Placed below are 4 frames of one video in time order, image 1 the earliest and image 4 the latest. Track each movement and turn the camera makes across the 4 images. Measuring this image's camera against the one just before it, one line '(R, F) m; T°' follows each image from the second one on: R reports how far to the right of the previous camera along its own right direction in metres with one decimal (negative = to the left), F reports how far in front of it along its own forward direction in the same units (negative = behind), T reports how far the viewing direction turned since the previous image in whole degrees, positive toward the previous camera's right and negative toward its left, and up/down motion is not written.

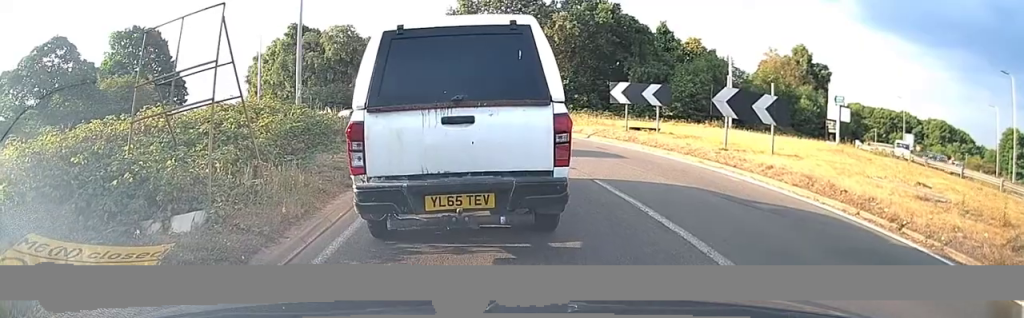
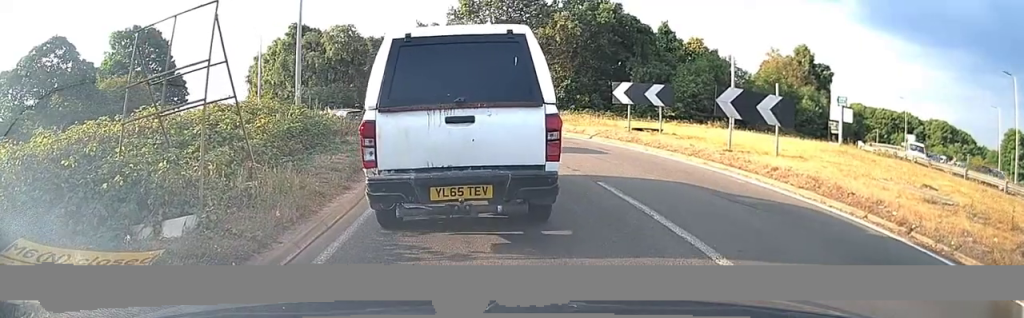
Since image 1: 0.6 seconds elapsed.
(+0.1, +0.3) m; 0°
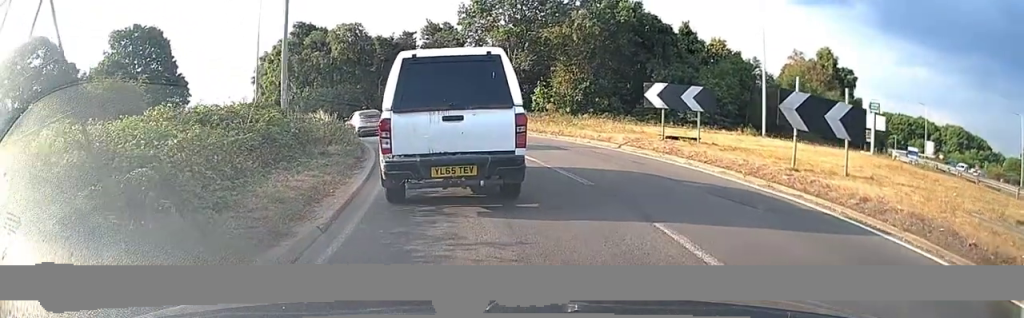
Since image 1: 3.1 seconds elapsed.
(+0.2, +2.8) m; +2°
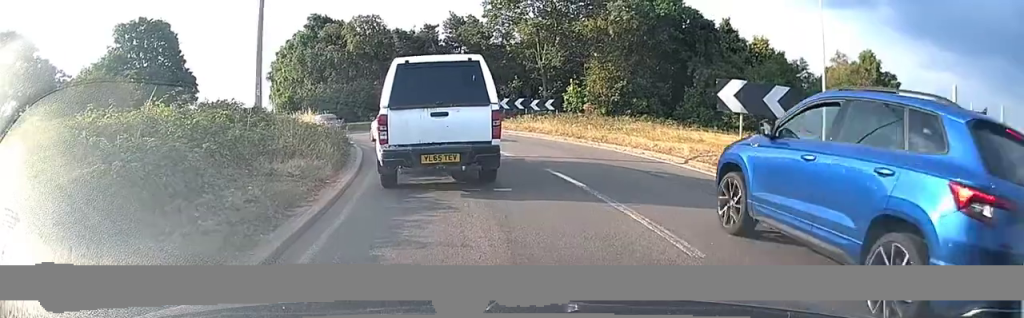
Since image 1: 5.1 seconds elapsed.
(-0.2, +4.1) m; -5°
